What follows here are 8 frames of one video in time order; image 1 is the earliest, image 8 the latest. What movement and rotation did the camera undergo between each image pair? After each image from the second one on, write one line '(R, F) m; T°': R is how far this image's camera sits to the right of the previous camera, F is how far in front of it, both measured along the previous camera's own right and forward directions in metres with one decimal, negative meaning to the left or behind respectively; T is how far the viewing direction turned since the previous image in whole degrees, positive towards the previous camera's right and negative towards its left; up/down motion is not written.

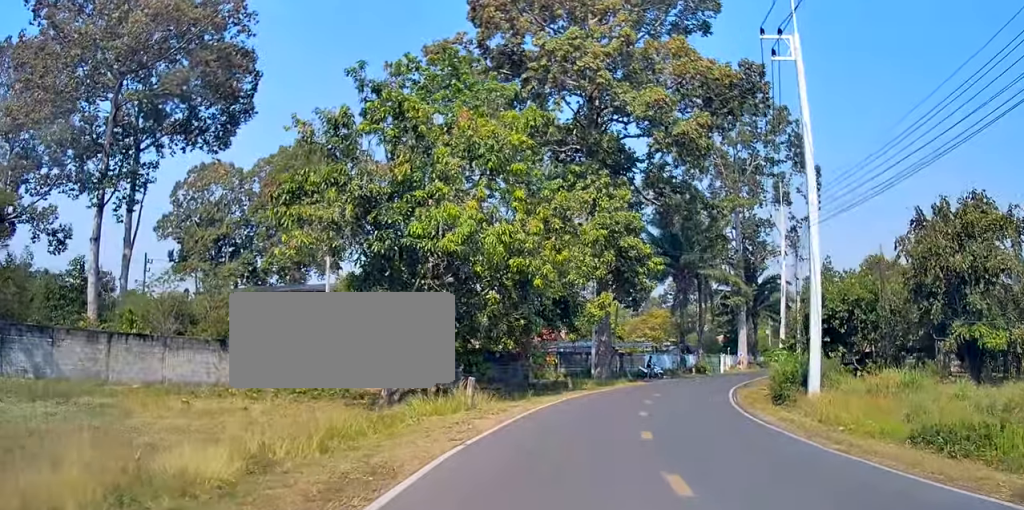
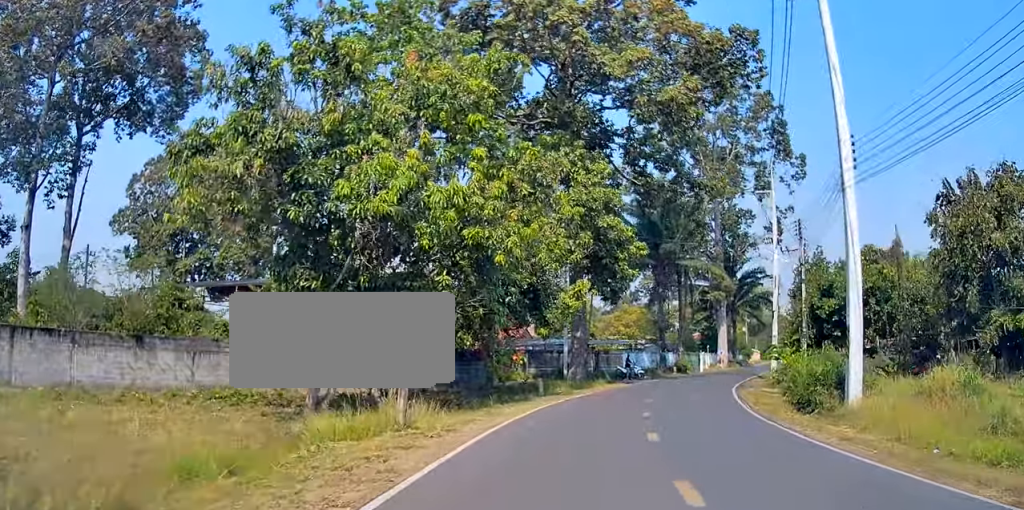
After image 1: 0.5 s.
(+0.2, +4.8) m; +2°
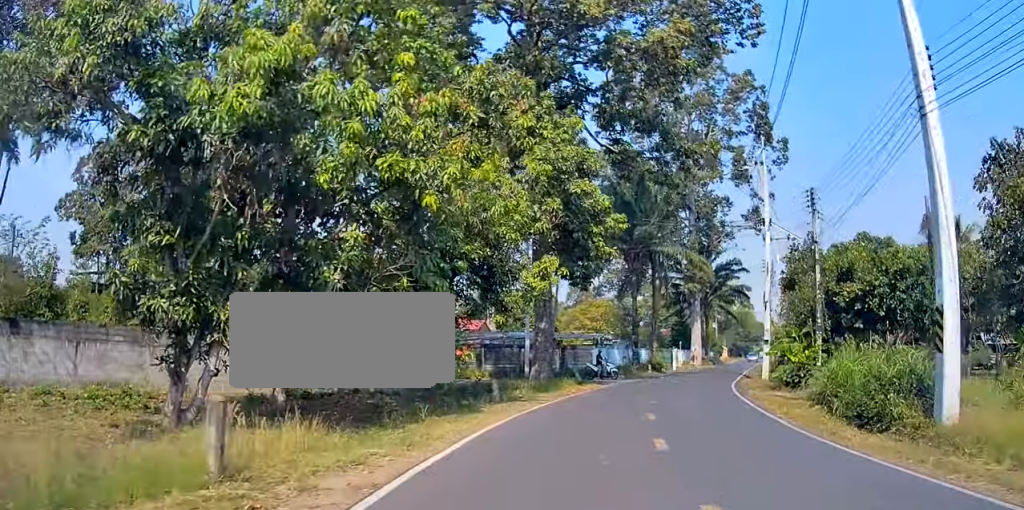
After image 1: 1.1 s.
(+0.1, +5.8) m; +2°
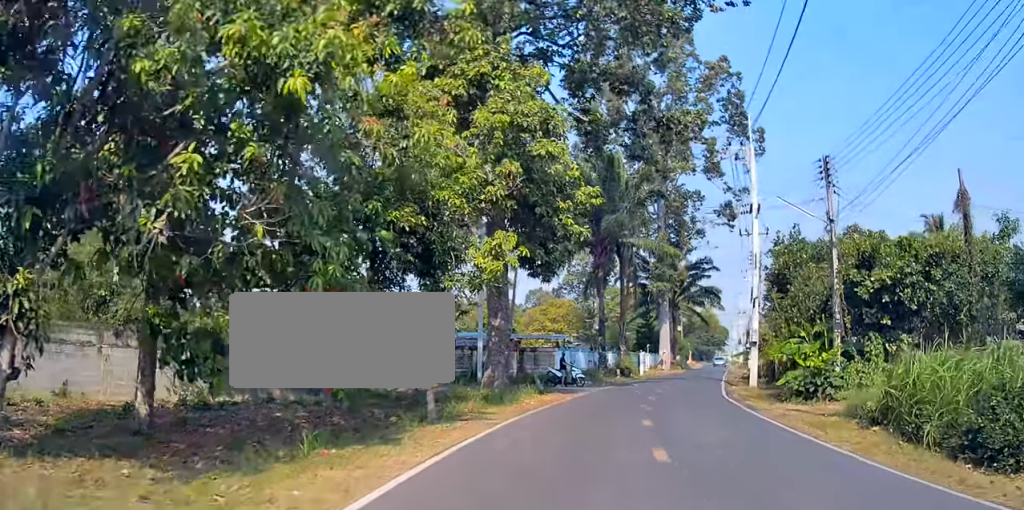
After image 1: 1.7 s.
(+0.2, +5.1) m; +1°
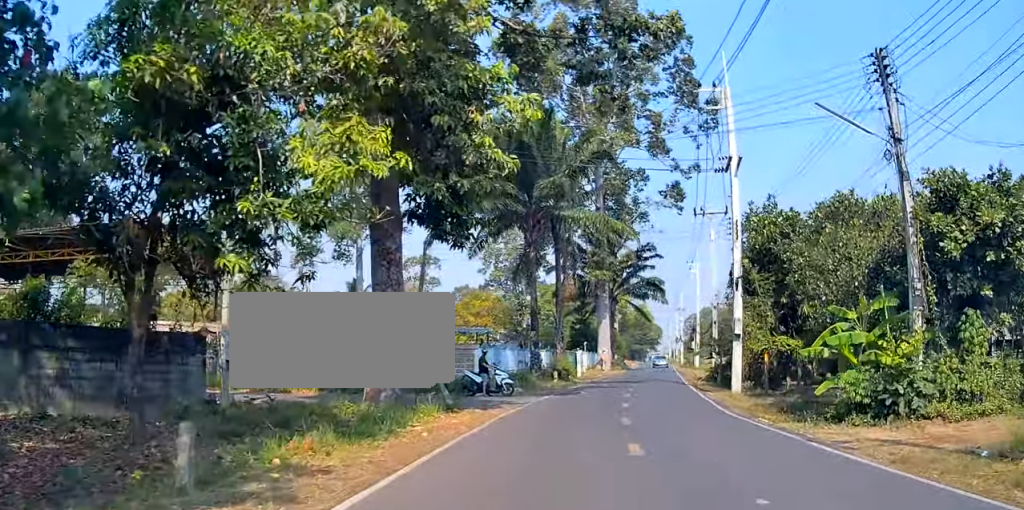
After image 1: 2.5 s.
(+0.1, +7.8) m; +3°
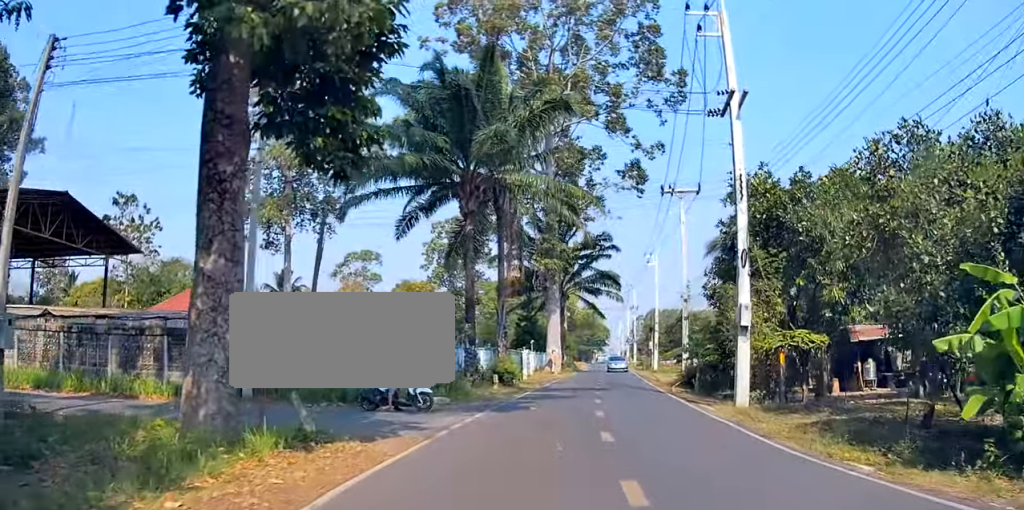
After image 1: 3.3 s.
(+0.1, +6.8) m; +4°
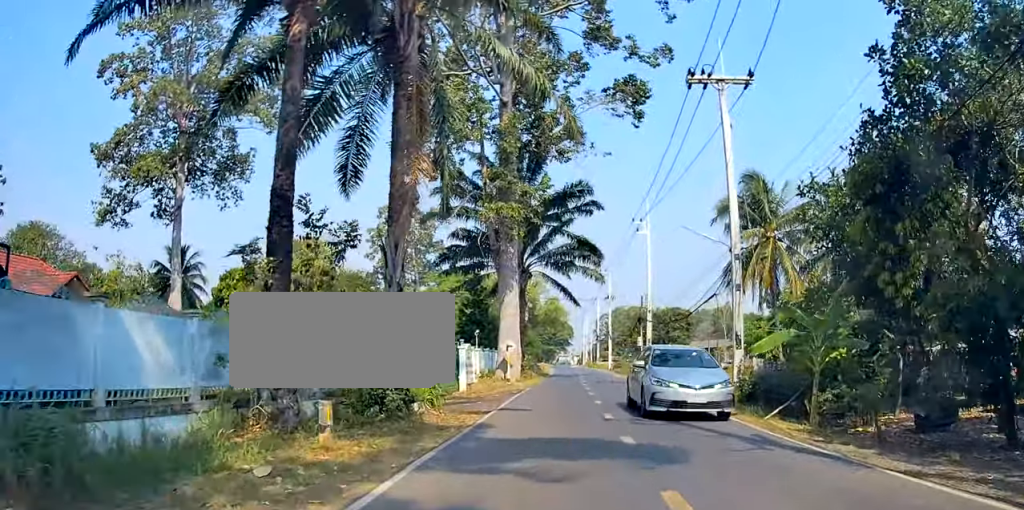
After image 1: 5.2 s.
(+1.7, +15.2) m; +13°
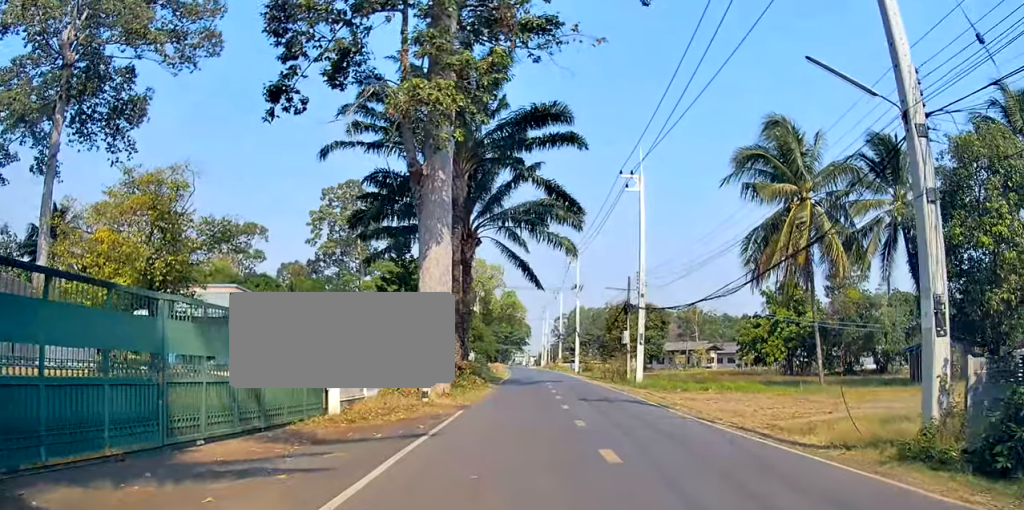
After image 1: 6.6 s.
(+0.4, +12.3) m; +2°
